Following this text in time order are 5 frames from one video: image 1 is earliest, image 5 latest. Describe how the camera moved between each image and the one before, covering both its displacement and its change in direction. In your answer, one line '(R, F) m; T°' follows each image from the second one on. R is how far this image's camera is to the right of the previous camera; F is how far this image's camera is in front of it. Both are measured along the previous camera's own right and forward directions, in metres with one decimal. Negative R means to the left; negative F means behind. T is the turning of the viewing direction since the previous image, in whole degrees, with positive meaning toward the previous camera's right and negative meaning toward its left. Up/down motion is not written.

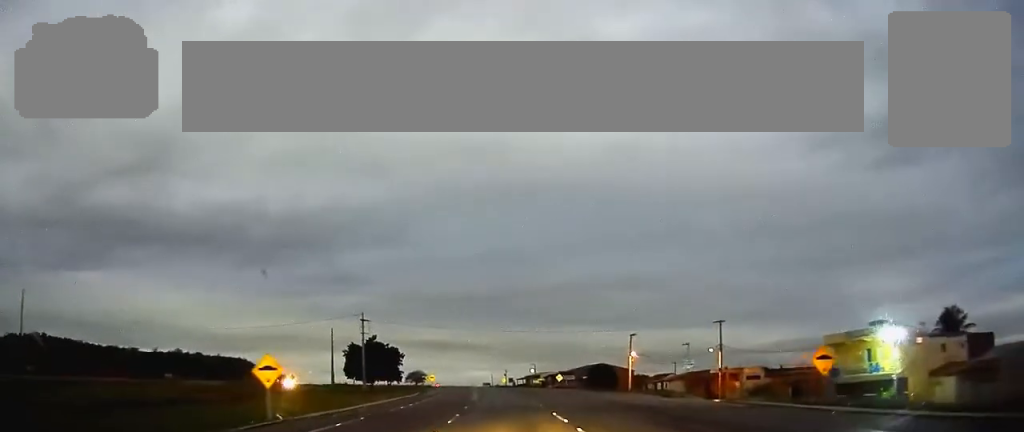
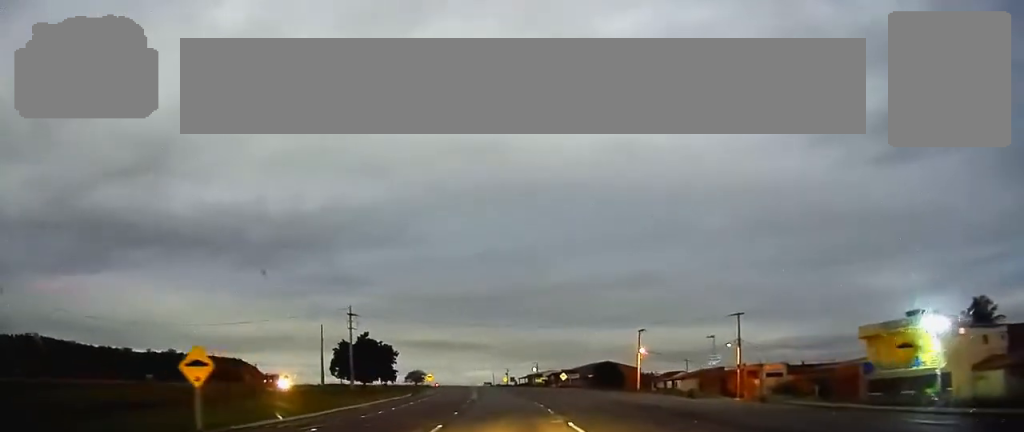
(0.0, +6.3) m; 0°
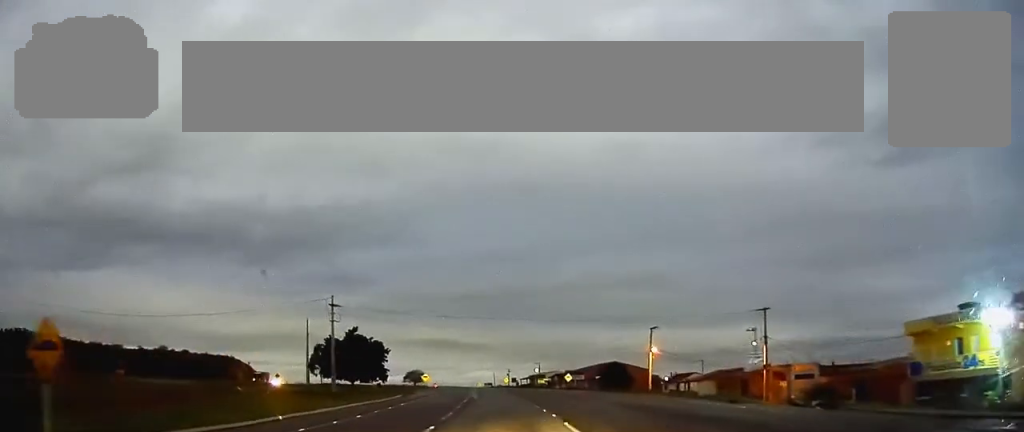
(0.0, +7.7) m; 0°
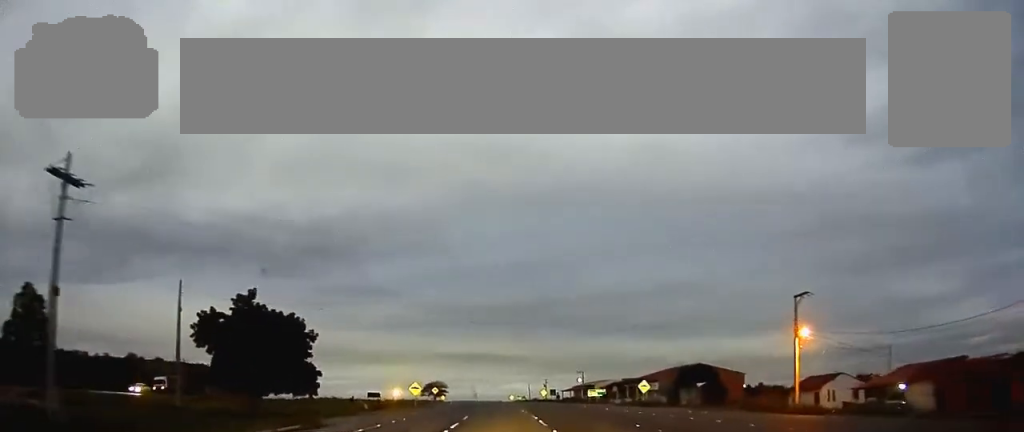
(-1.8, +44.4) m; -3°
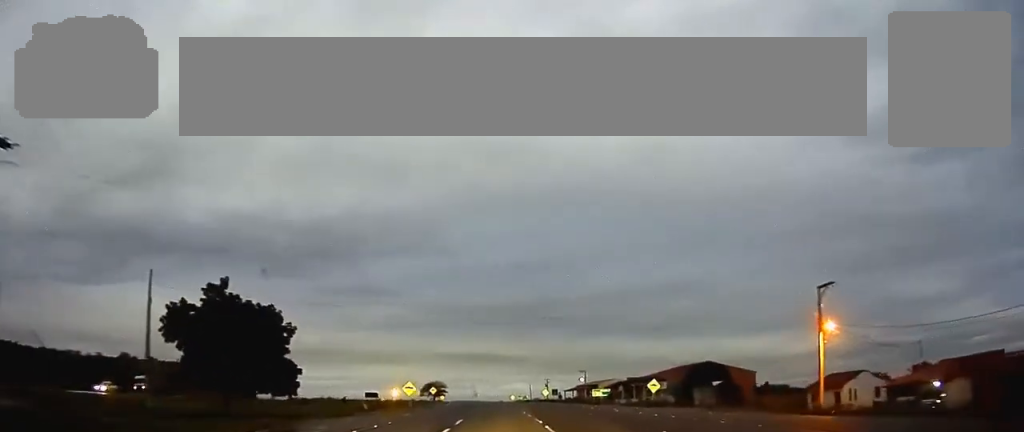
(+0.1, +4.6) m; 0°
